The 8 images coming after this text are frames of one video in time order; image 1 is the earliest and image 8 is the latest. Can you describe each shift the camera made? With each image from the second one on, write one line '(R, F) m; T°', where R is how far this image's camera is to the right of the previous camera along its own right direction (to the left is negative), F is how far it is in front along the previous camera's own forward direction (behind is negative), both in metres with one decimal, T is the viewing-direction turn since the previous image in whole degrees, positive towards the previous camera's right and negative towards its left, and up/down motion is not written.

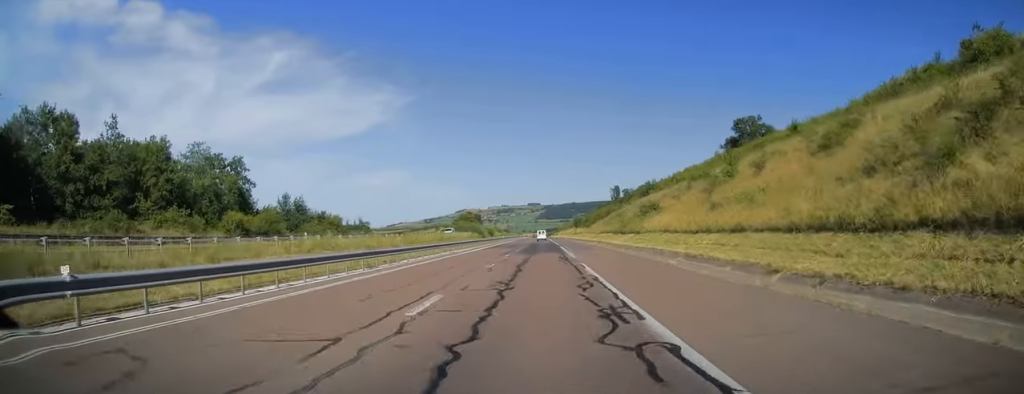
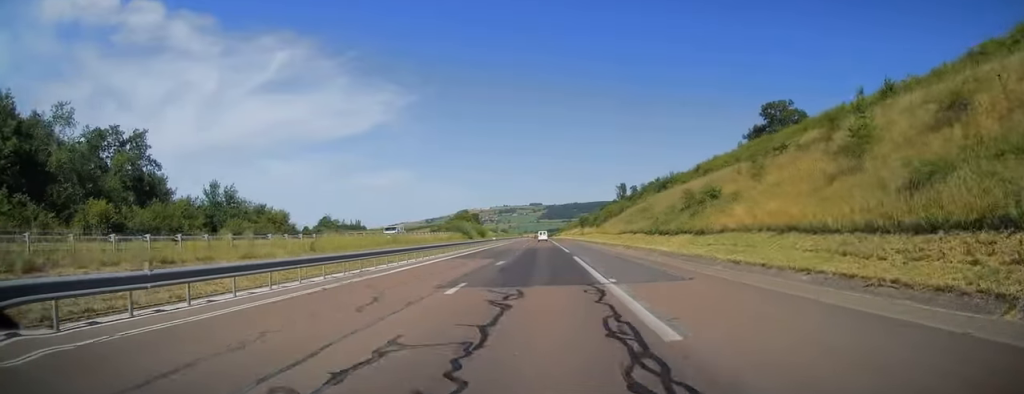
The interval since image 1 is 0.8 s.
(-0.4, +22.5) m; -1°
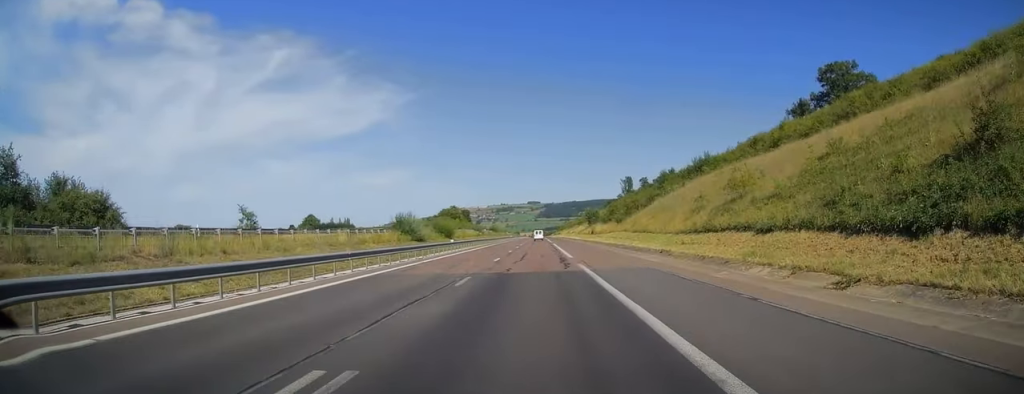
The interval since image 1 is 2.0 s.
(-0.1, +36.4) m; 0°
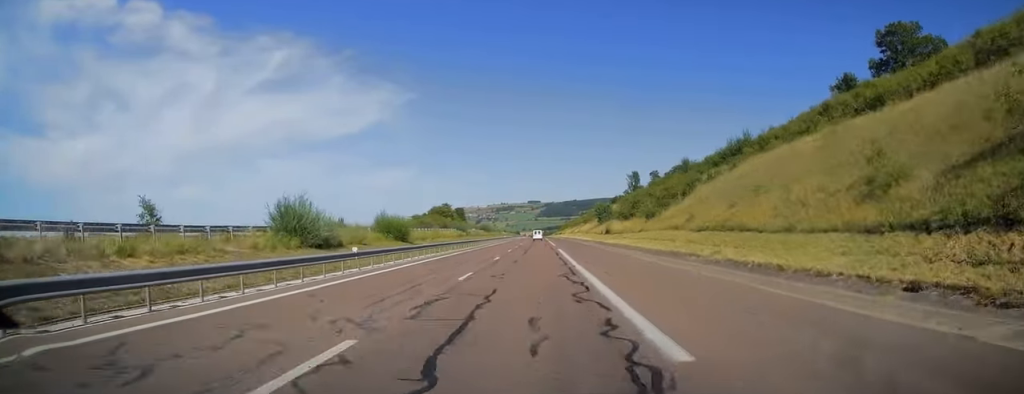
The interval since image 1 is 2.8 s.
(0.0, +24.6) m; 0°
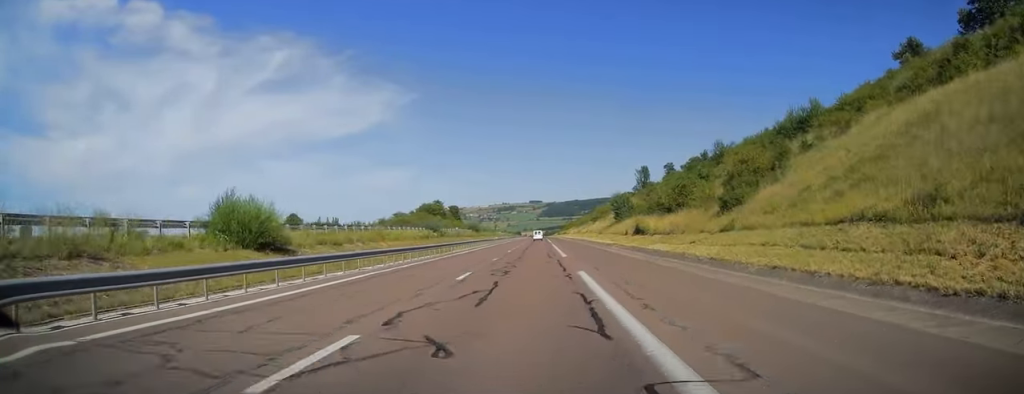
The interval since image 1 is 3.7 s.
(0.0, +25.6) m; 0°
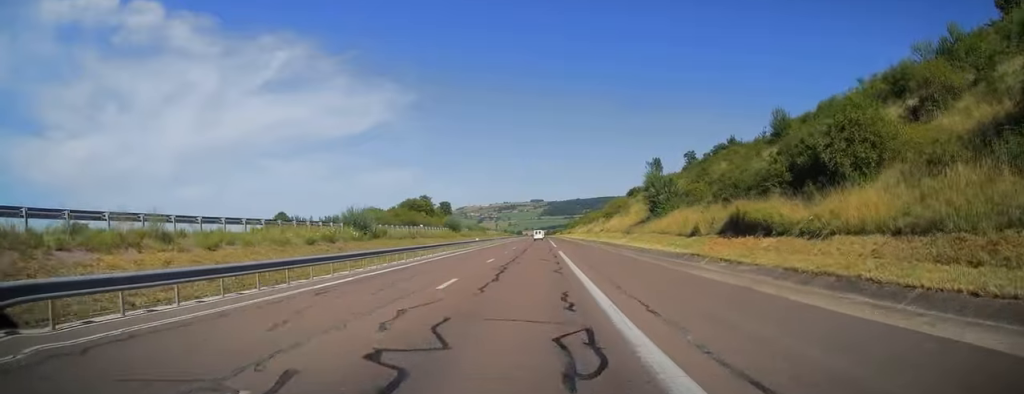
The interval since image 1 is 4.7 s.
(0.0, +28.9) m; 0°
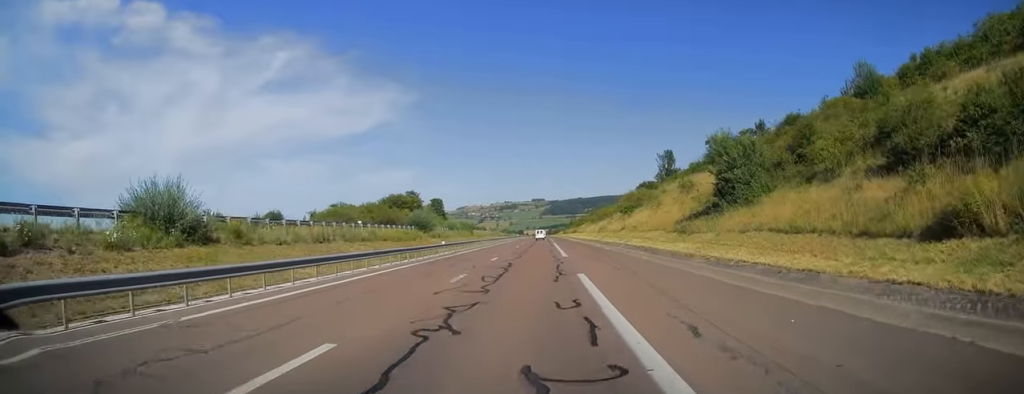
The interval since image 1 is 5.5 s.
(0.0, +23.6) m; 0°
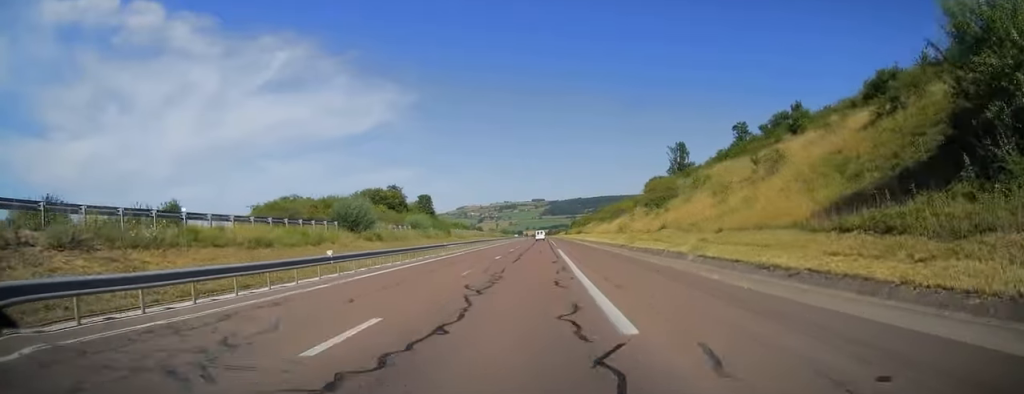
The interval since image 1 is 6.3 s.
(0.0, +23.6) m; 0°
